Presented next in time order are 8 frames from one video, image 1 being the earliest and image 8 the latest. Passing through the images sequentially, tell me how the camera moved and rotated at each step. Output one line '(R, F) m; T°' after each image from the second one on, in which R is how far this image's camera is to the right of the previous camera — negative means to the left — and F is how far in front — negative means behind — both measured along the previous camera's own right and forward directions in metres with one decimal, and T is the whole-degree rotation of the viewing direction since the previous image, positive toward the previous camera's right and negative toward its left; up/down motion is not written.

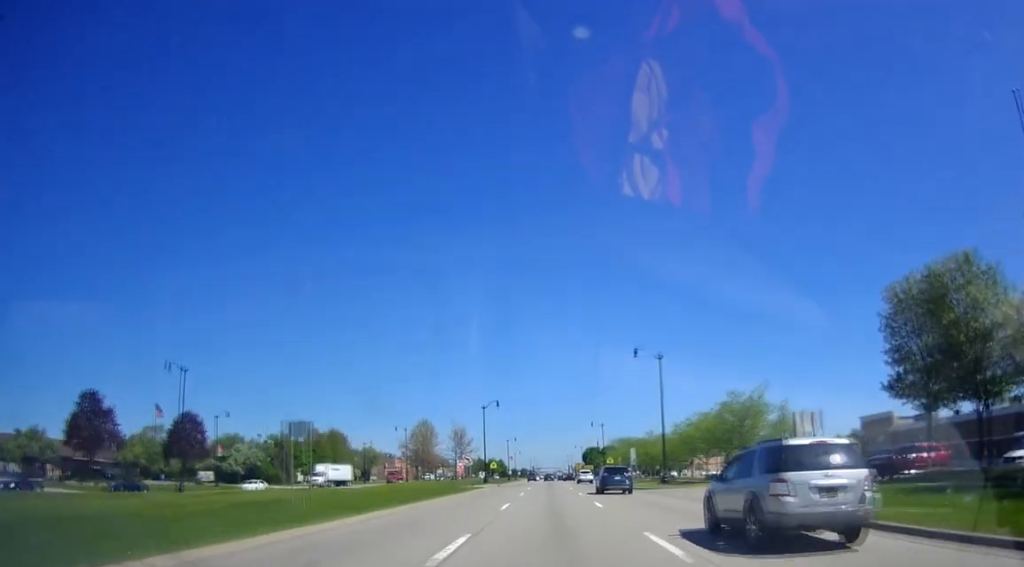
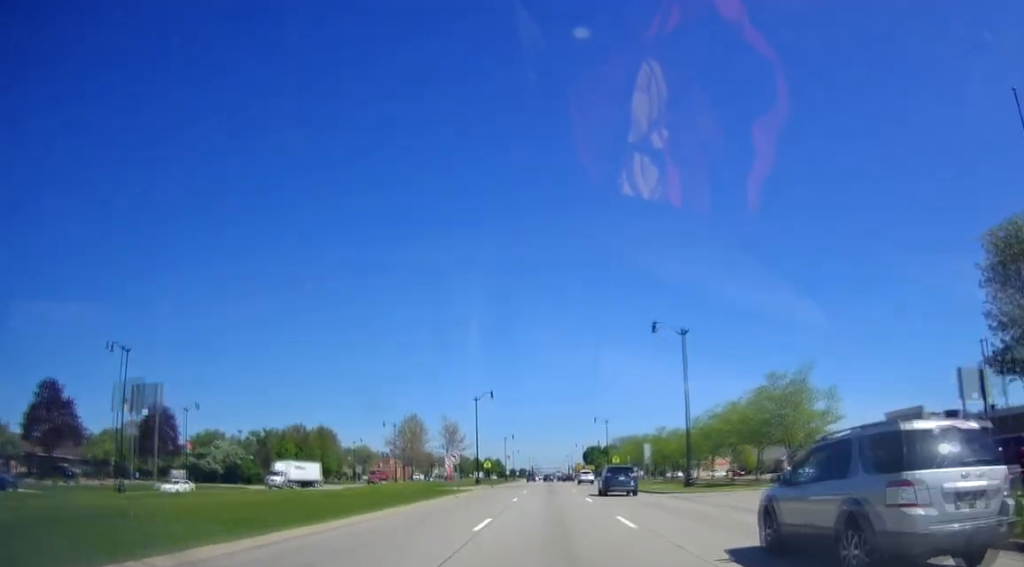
(+0.1, +9.1) m; 0°
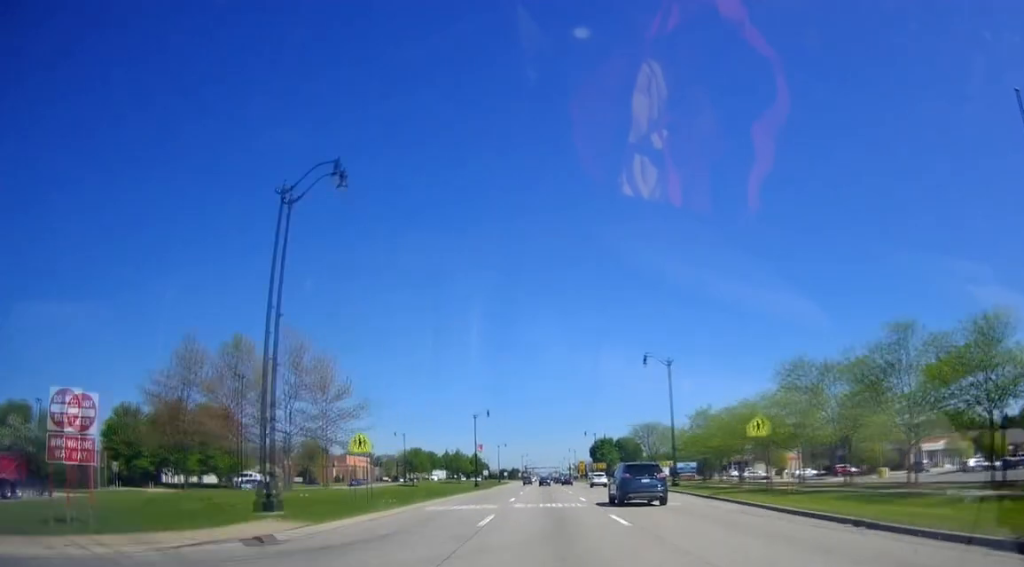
(-1.8, +59.4) m; -1°
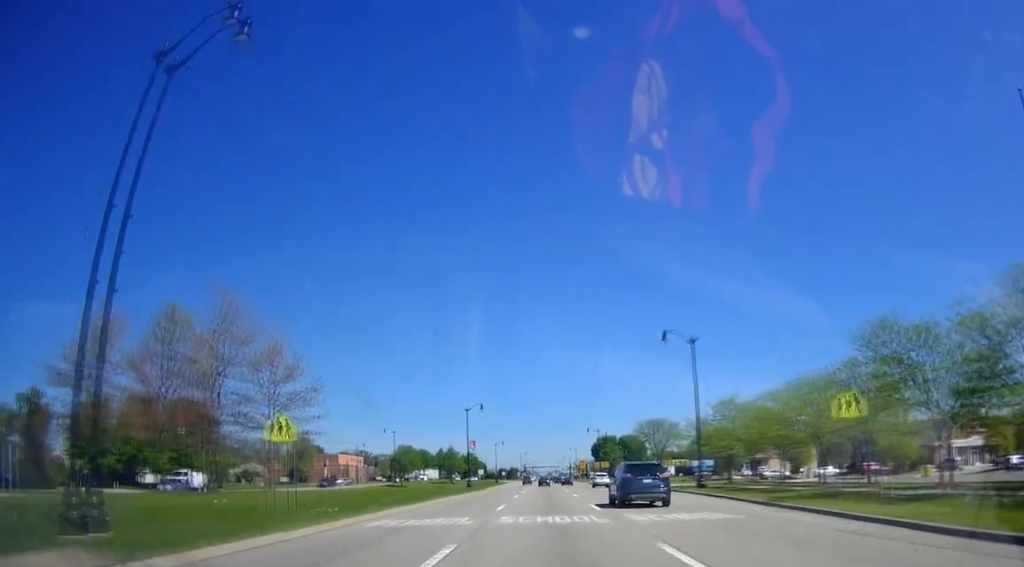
(+0.2, +8.8) m; -1°
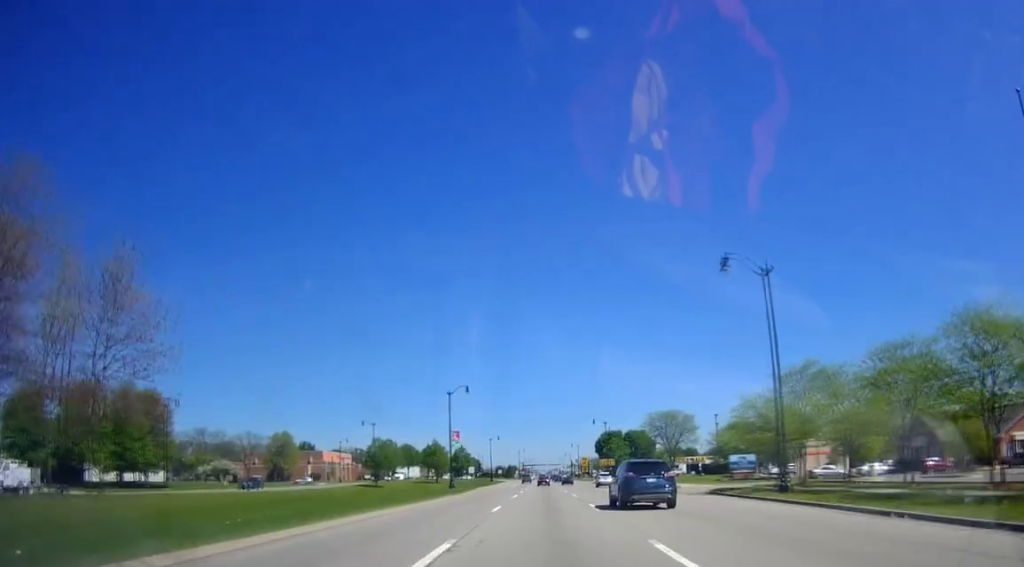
(-0.1, +15.5) m; -1°
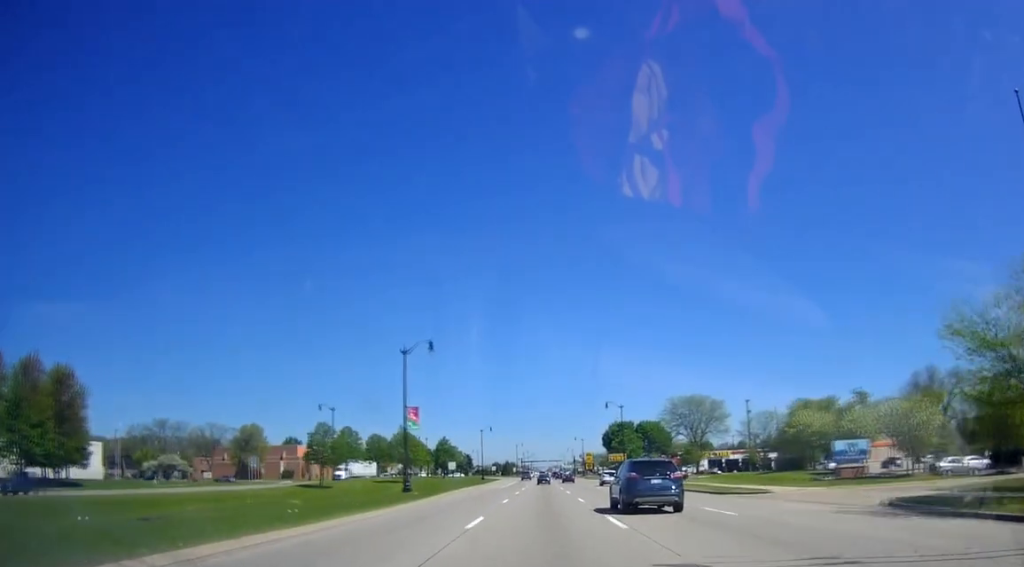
(-0.1, +22.4) m; +1°
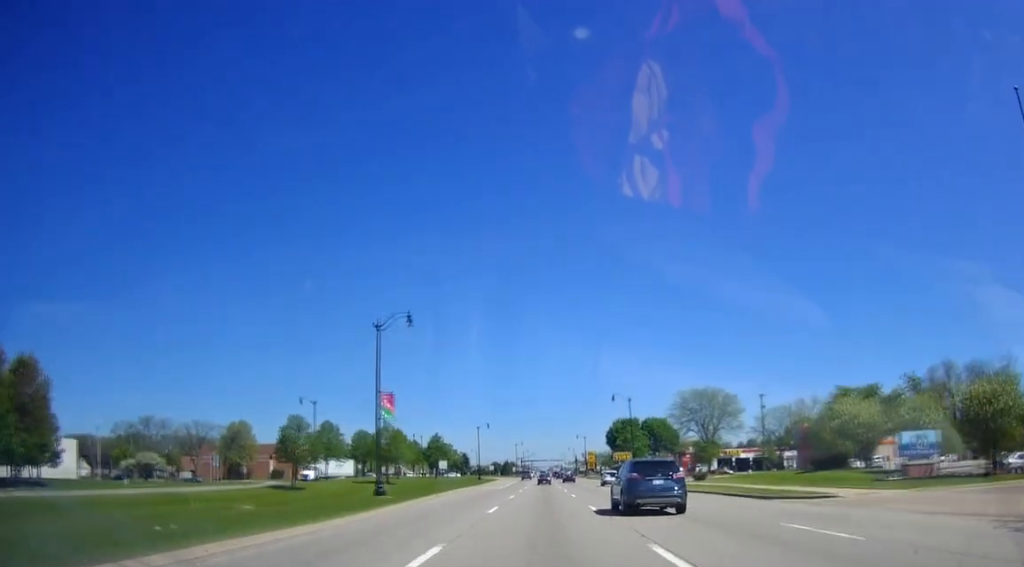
(+0.2, +7.8) m; 0°
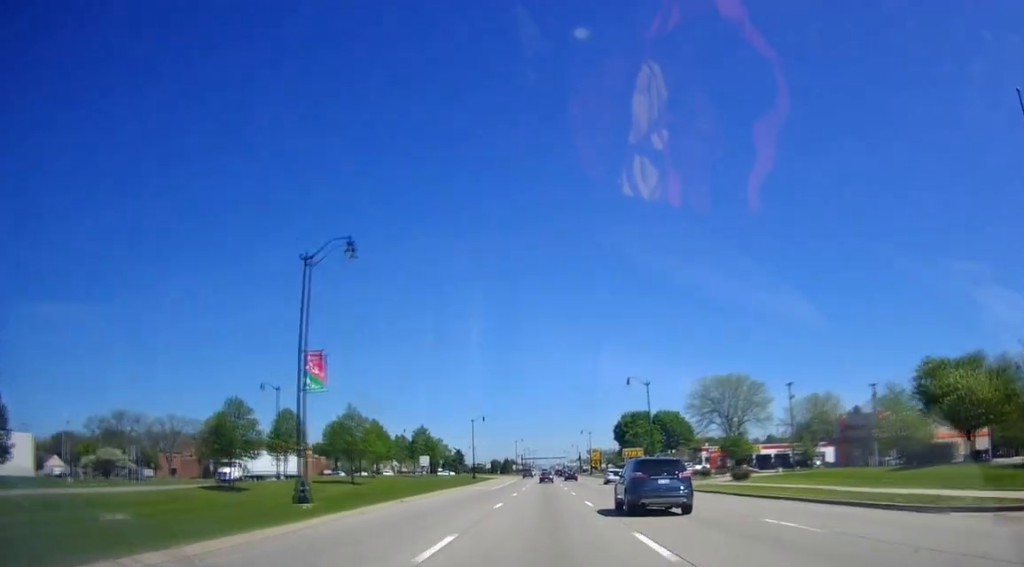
(-0.2, +12.6) m; 0°
